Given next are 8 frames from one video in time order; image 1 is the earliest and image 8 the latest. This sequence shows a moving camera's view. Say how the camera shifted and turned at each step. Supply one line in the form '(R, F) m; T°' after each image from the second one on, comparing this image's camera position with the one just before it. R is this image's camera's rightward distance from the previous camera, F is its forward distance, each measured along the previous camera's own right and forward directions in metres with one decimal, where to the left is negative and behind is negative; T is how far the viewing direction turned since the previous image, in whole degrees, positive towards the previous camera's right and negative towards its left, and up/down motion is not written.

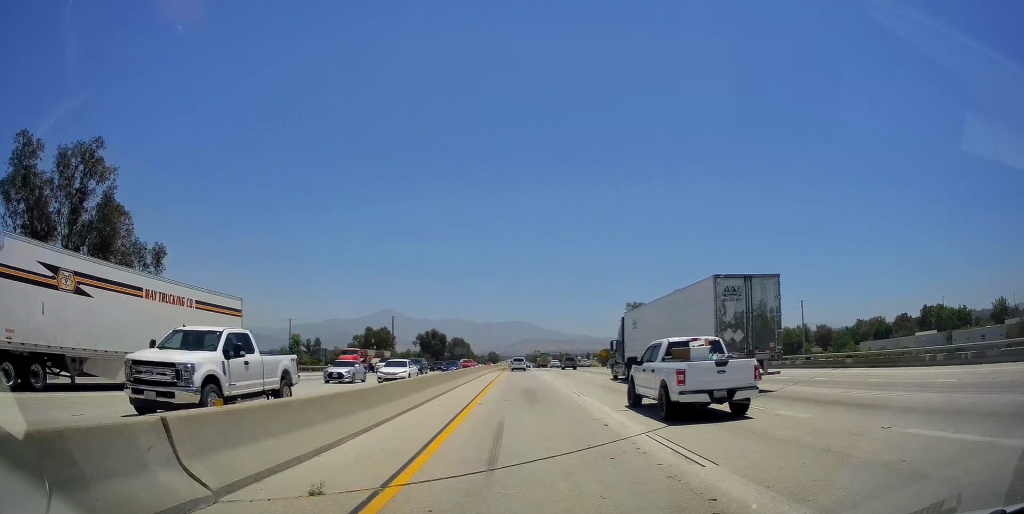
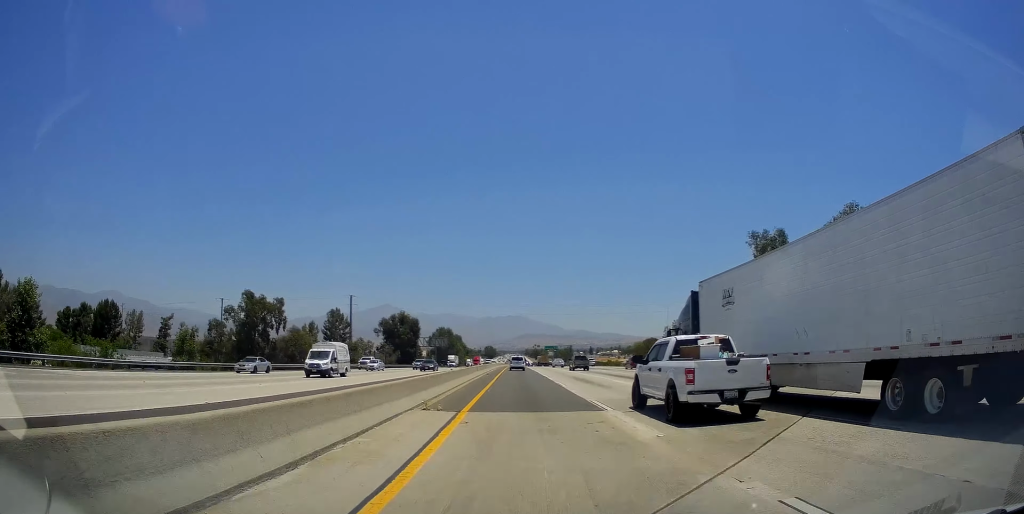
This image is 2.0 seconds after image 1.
(-0.7, +62.6) m; -1°
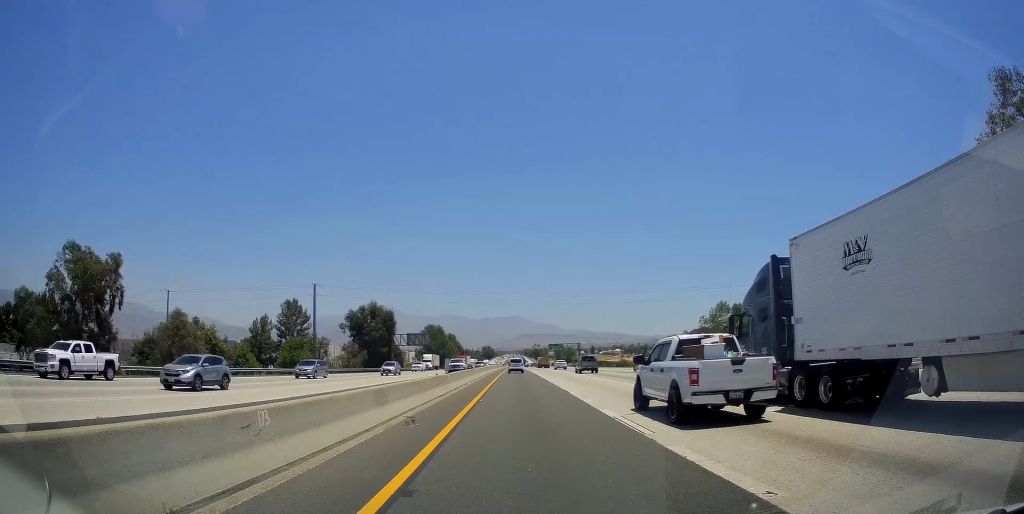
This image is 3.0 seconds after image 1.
(+0.2, +32.9) m; +1°
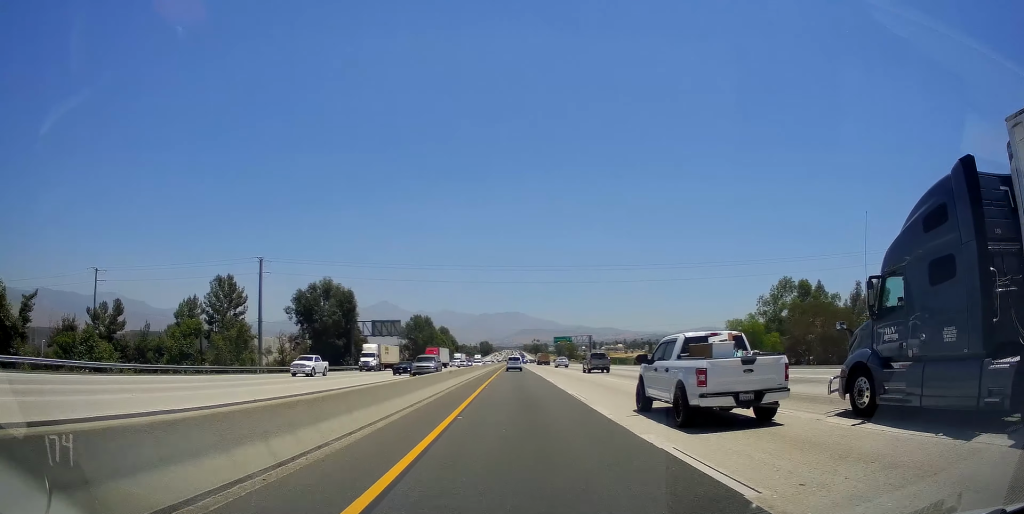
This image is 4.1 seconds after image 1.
(+0.4, +35.8) m; +1°
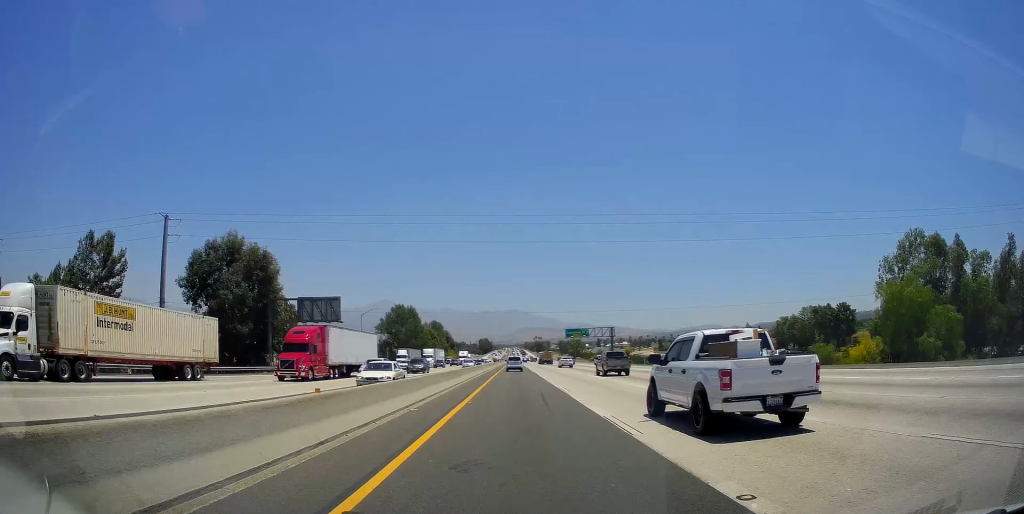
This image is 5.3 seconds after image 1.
(+0.1, +39.2) m; 0°
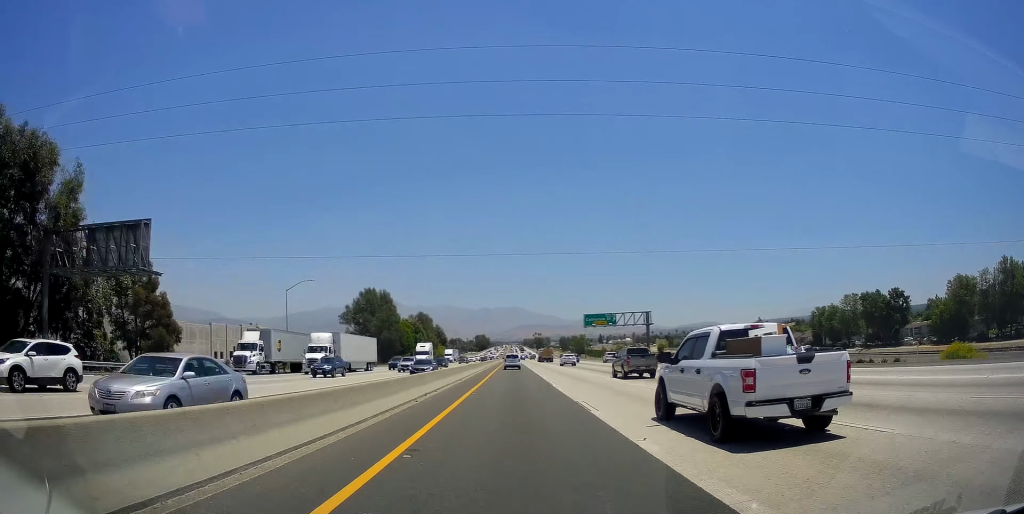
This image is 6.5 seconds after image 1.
(-0.2, +38.8) m; 0°
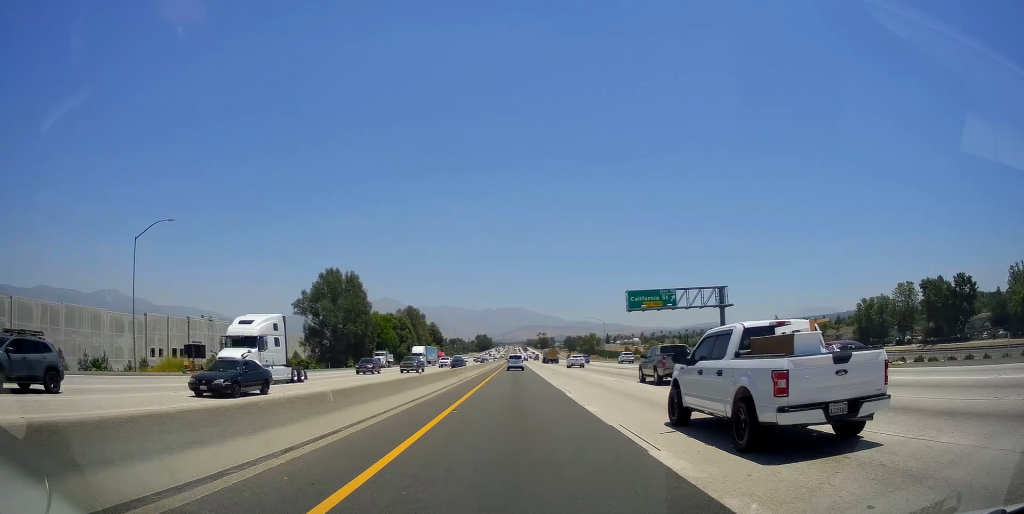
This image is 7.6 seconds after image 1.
(0.0, +34.5) m; 0°
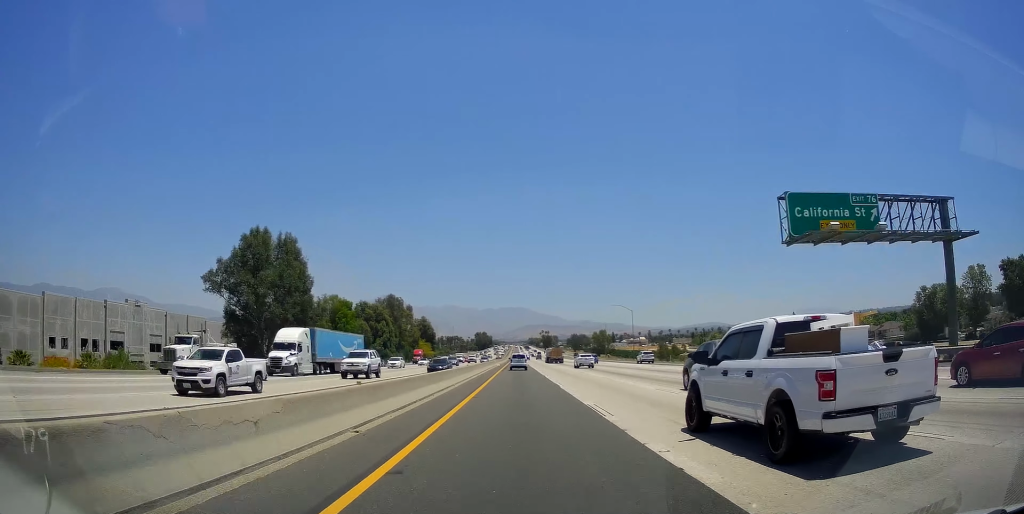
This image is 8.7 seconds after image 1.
(0.0, +38.0) m; 0°
